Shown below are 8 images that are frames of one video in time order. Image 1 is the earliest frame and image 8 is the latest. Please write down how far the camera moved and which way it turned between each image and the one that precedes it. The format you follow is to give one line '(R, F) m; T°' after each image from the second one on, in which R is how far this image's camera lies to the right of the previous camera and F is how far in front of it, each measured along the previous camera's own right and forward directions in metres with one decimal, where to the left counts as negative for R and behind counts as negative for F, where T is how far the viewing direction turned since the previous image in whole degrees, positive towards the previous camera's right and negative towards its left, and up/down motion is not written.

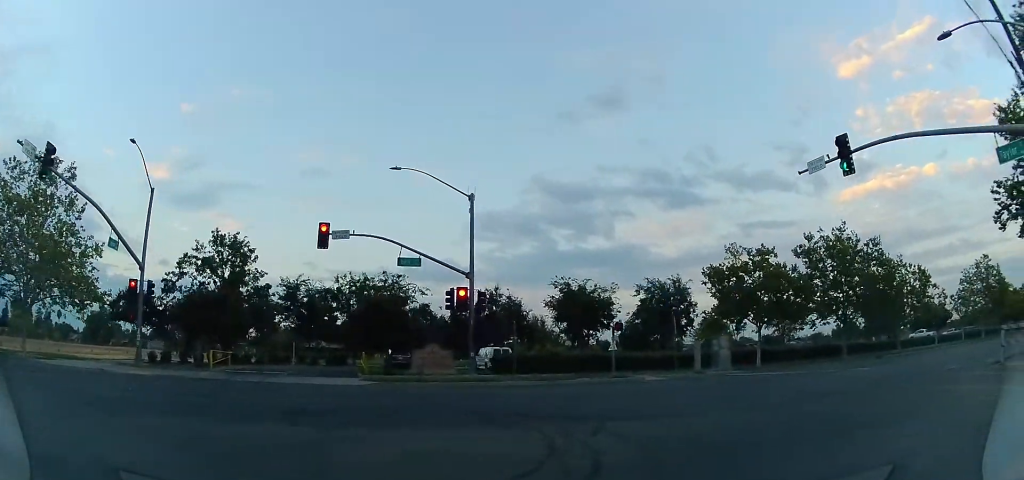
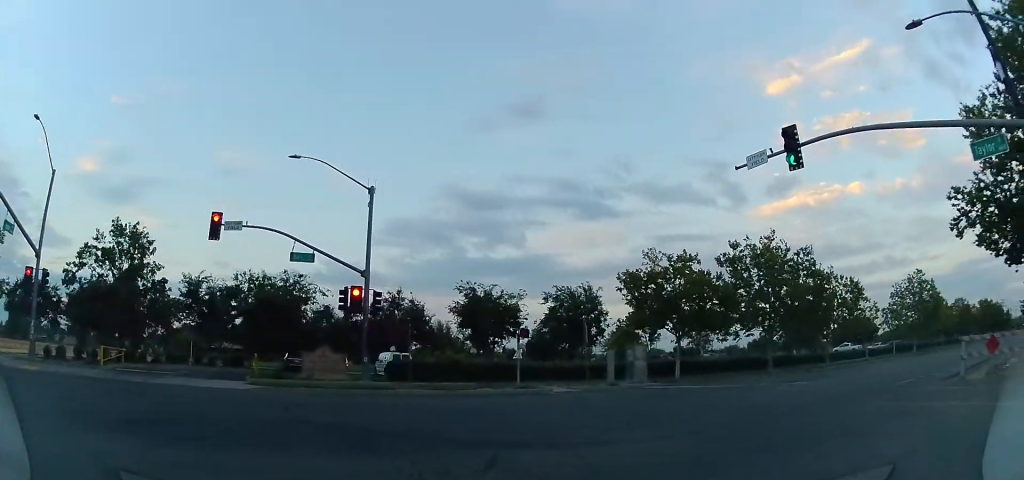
(-0.1, +1.6) m; +10°
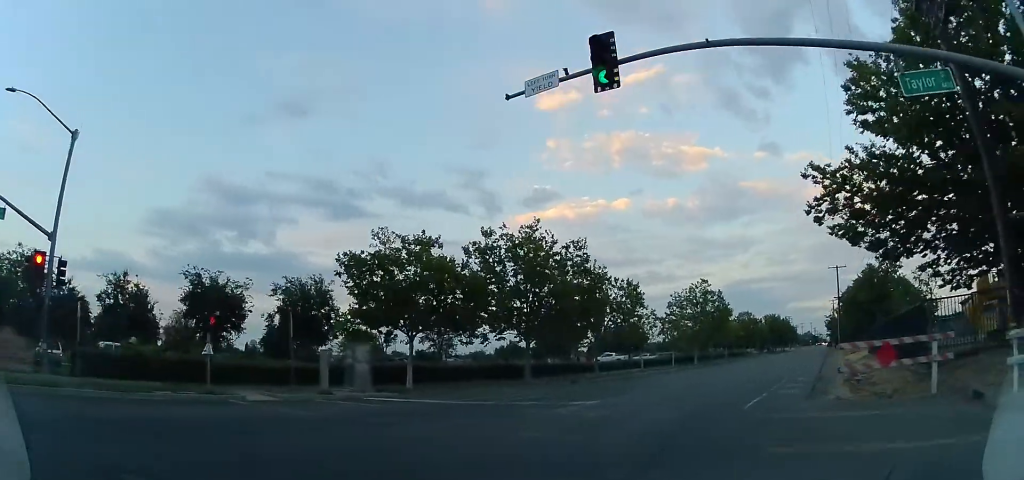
(+0.9, +5.0) m; +18°
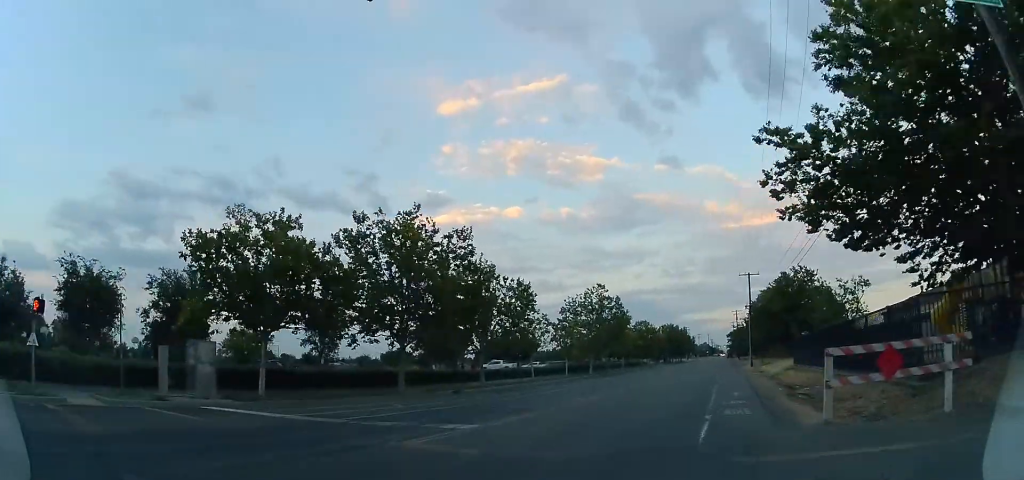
(-0.2, +3.3) m; +16°
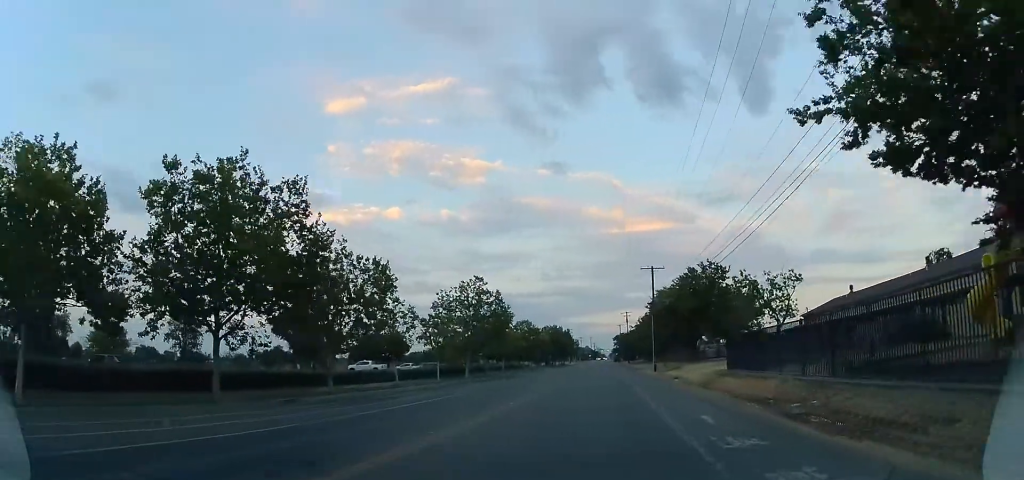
(+1.8, +6.4) m; +17°
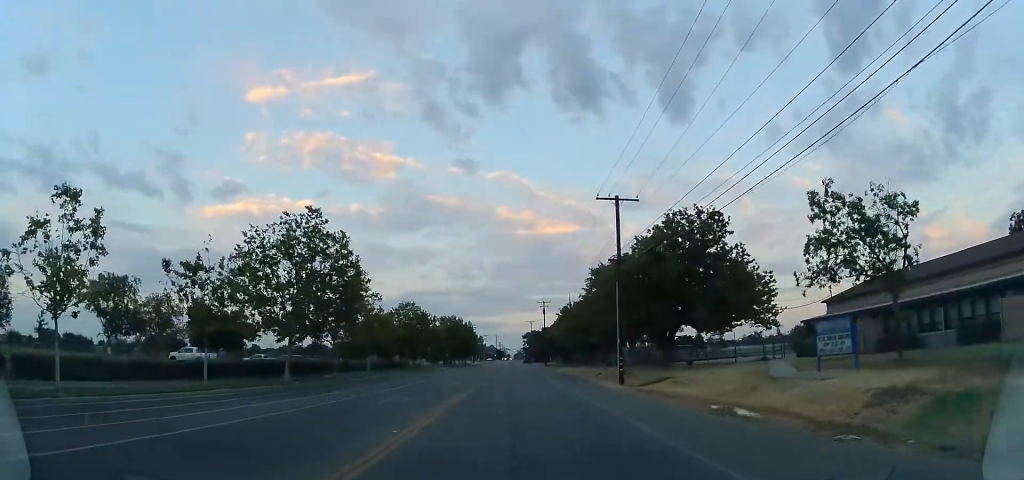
(0.0, +22.2) m; 0°
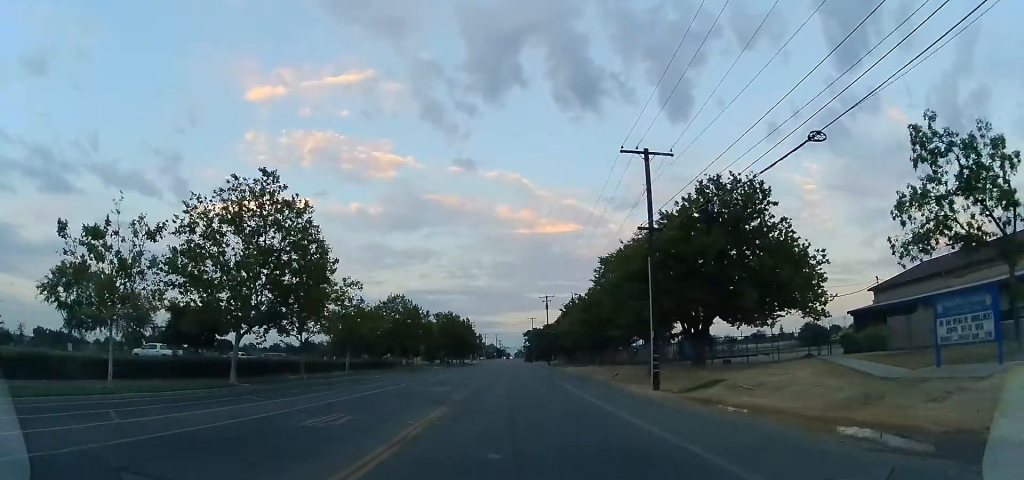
(0.0, +6.2) m; 0°
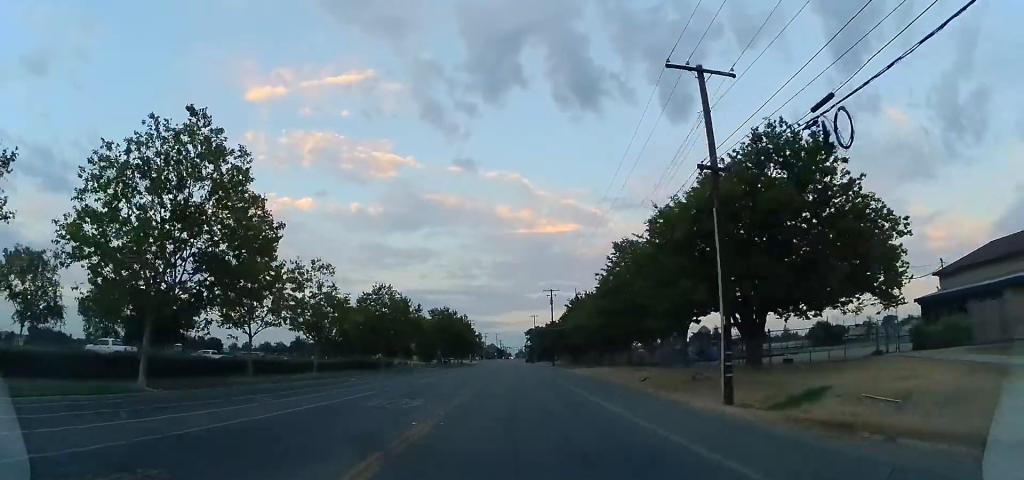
(0.0, +7.1) m; +2°
